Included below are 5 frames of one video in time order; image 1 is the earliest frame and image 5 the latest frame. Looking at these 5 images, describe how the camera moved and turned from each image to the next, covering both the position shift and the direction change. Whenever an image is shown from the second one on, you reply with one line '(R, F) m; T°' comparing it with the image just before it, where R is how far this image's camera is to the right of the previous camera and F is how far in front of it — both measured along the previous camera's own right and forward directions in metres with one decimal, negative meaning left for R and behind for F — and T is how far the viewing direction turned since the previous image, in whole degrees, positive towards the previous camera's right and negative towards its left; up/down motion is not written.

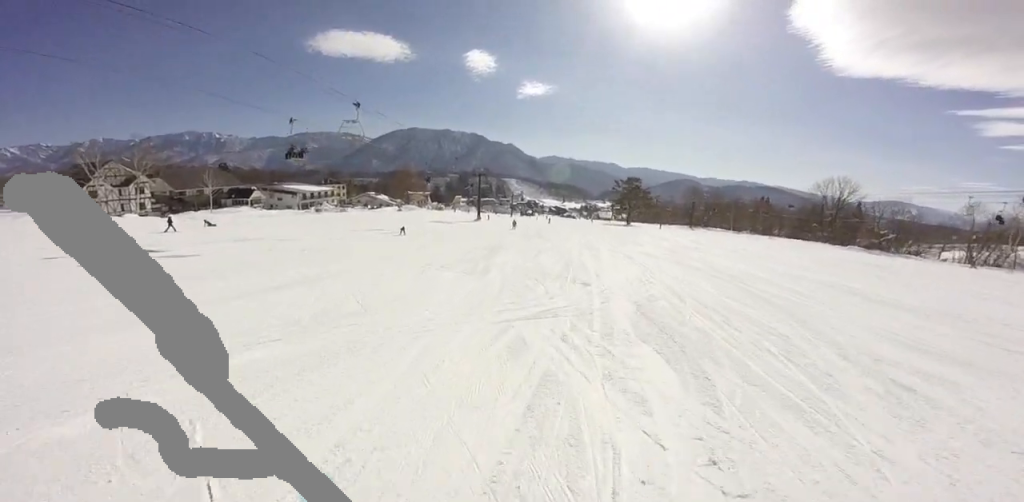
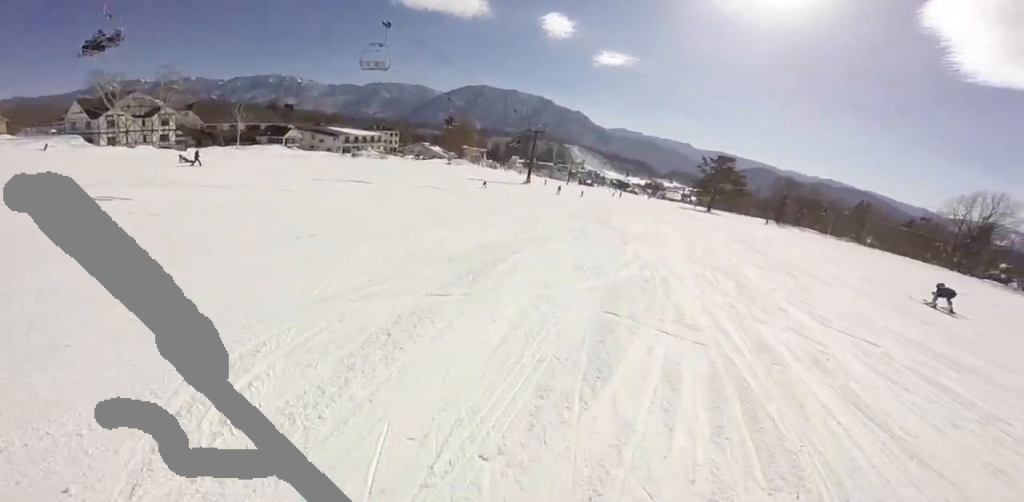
(+0.1, +11.6) m; -5°
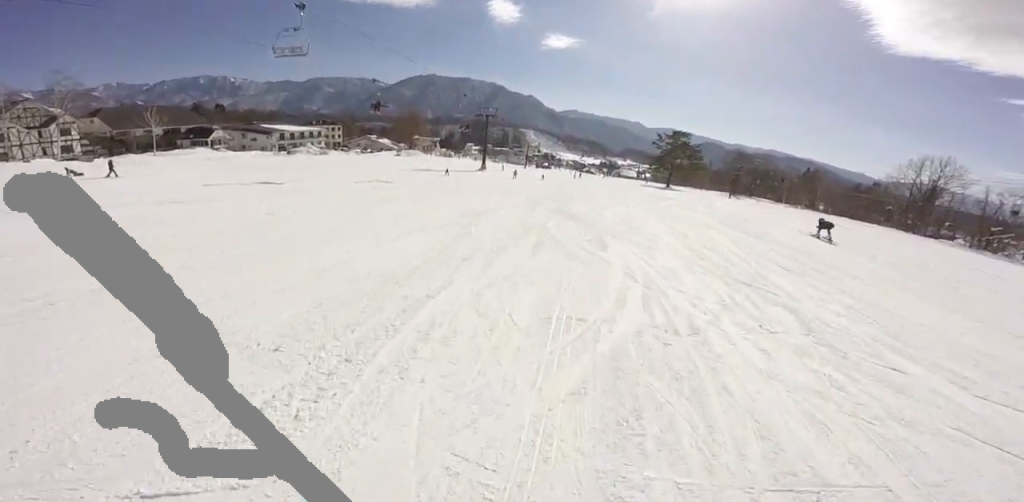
(-0.1, +3.5) m; -2°
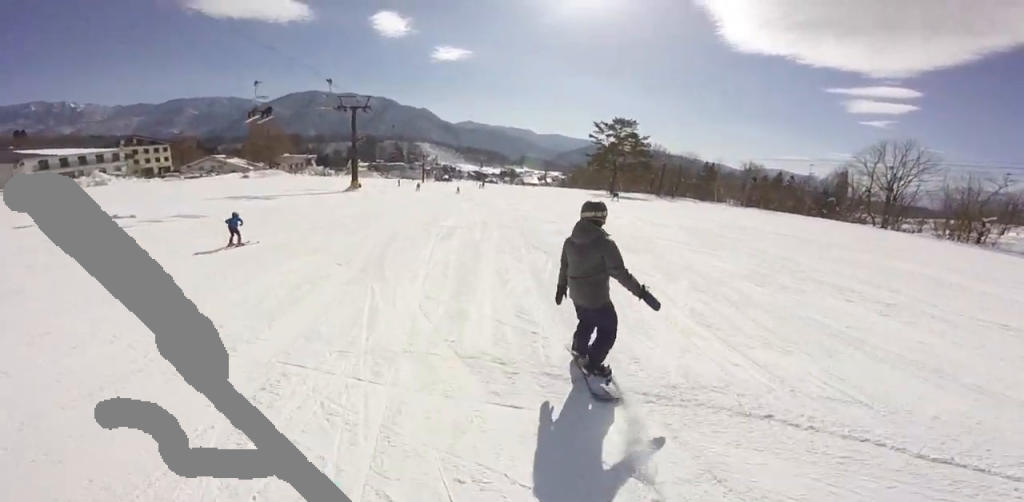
(+0.4, +22.4) m; +6°
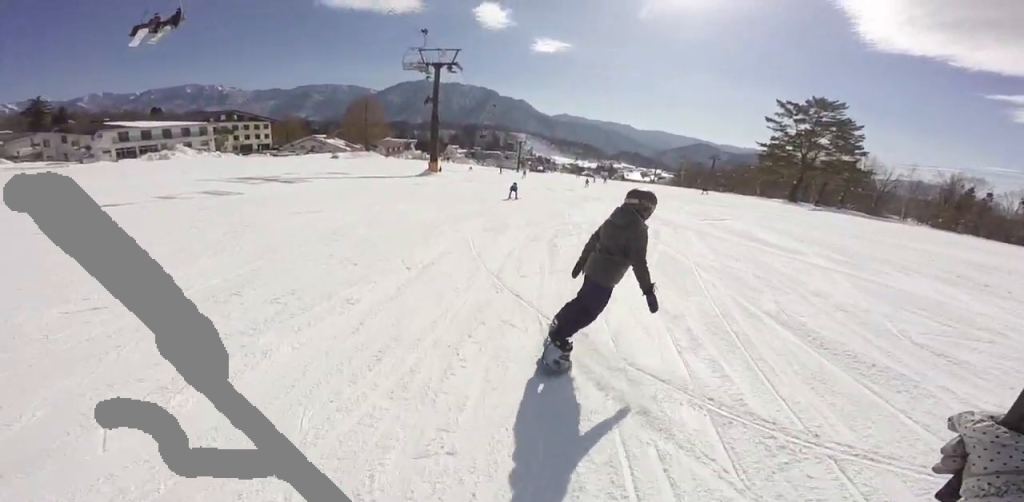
(-1.5, +13.2) m; -11°
